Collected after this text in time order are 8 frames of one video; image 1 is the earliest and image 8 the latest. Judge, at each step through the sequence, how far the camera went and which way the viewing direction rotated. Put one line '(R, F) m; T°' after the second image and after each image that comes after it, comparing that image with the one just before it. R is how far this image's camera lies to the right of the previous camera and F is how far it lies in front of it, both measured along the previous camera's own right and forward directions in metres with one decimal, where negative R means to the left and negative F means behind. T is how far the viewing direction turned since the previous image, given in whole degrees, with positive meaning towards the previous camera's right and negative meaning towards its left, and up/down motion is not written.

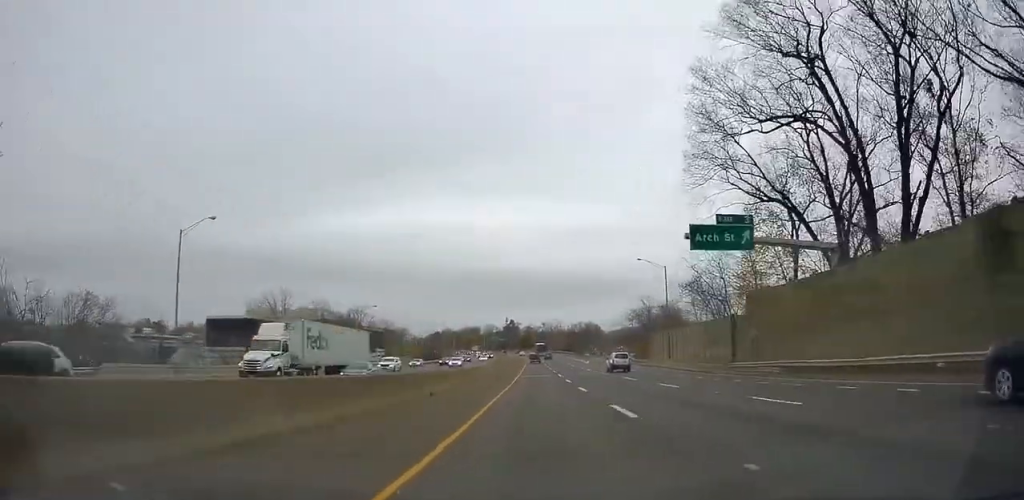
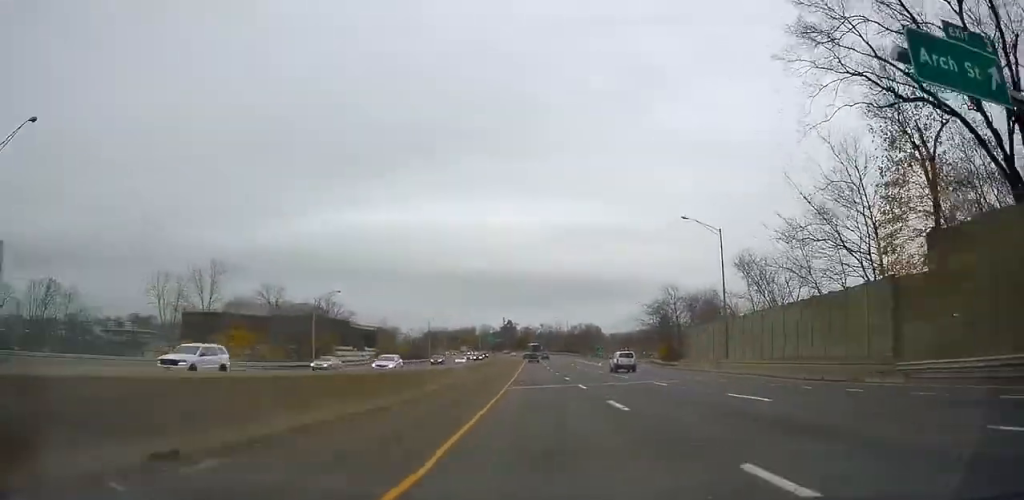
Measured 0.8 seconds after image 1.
(0.0, +22.1) m; 0°
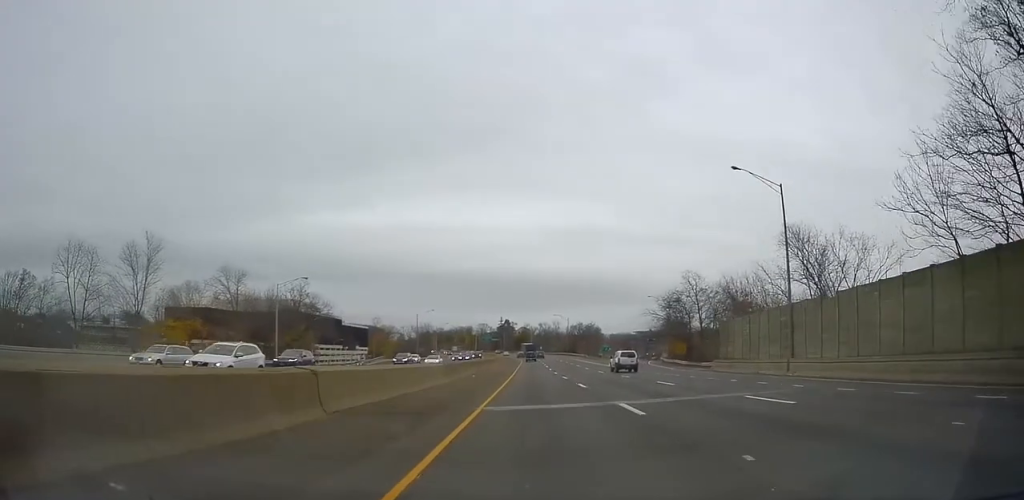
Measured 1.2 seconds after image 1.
(0.0, +13.7) m; 0°
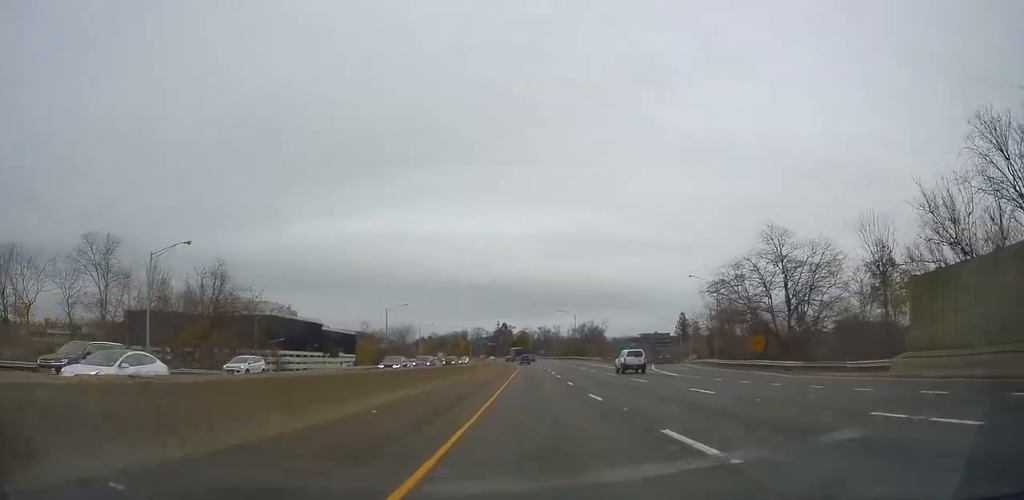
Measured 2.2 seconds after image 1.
(0.0, +30.1) m; 0°
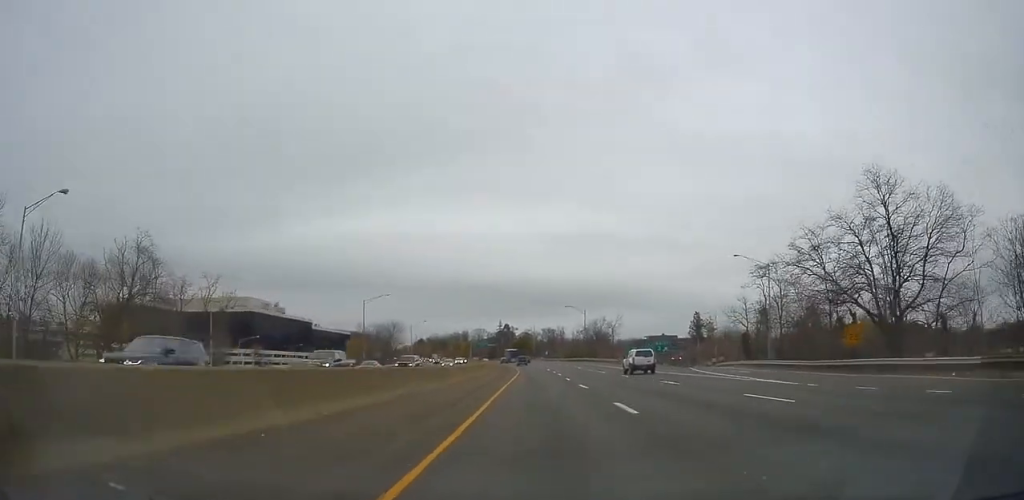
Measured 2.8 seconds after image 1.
(0.0, +17.9) m; 0°
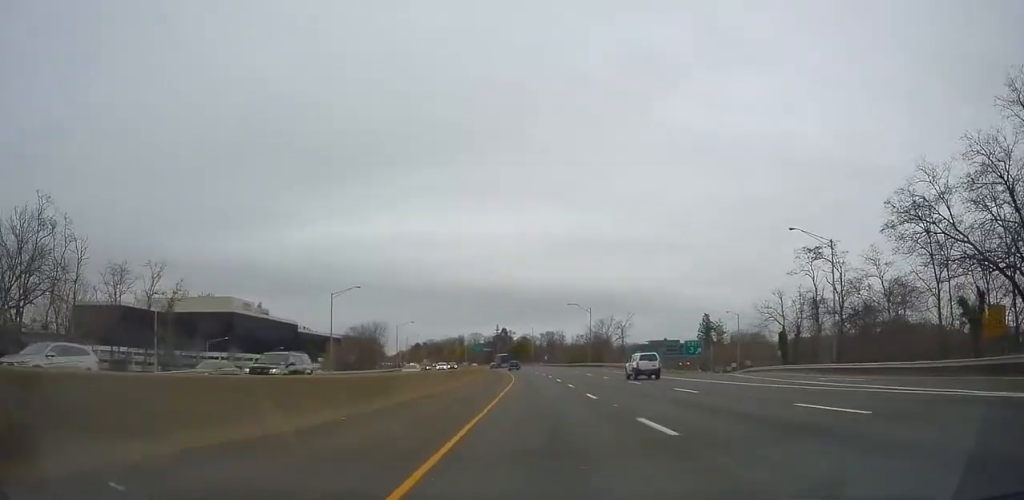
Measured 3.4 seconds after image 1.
(0.0, +15.5) m; 0°
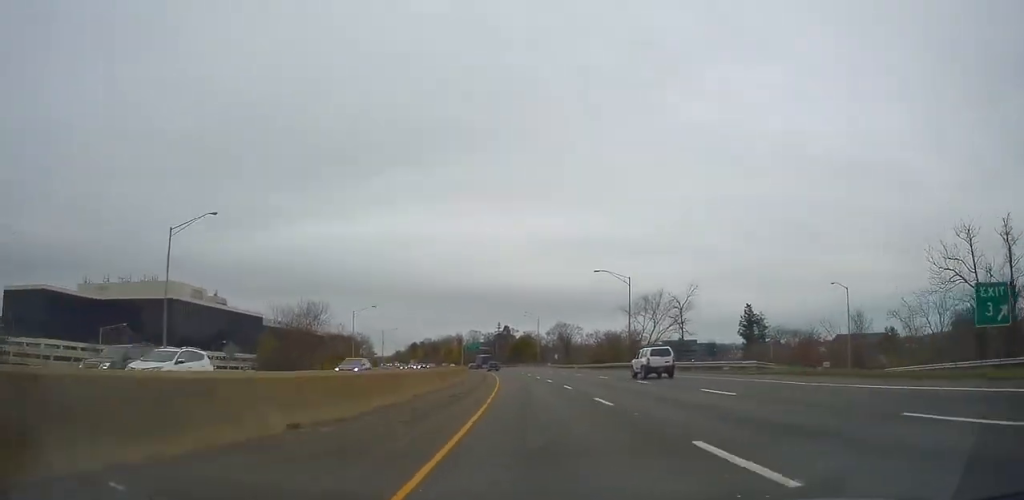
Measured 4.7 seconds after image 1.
(0.0, +40.4) m; 0°
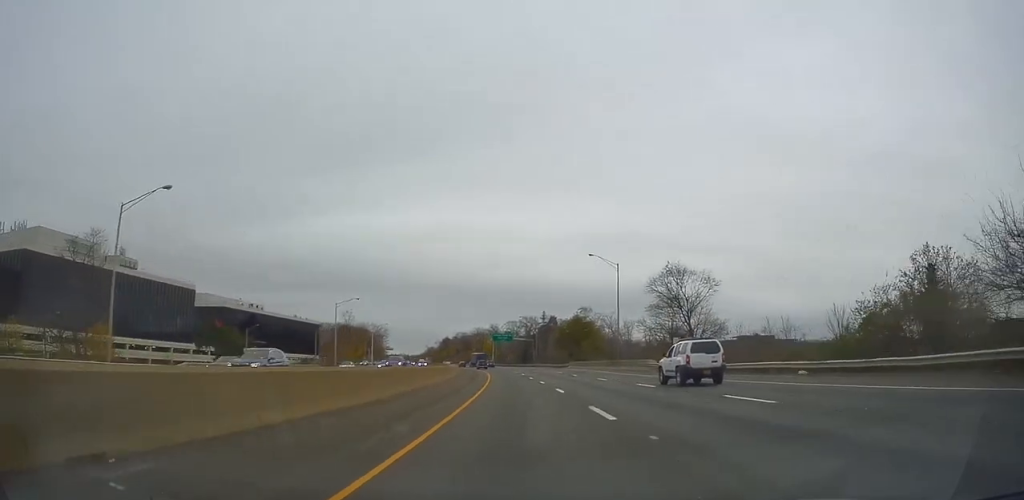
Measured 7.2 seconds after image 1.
(-1.2, +76.7) m; -2°
